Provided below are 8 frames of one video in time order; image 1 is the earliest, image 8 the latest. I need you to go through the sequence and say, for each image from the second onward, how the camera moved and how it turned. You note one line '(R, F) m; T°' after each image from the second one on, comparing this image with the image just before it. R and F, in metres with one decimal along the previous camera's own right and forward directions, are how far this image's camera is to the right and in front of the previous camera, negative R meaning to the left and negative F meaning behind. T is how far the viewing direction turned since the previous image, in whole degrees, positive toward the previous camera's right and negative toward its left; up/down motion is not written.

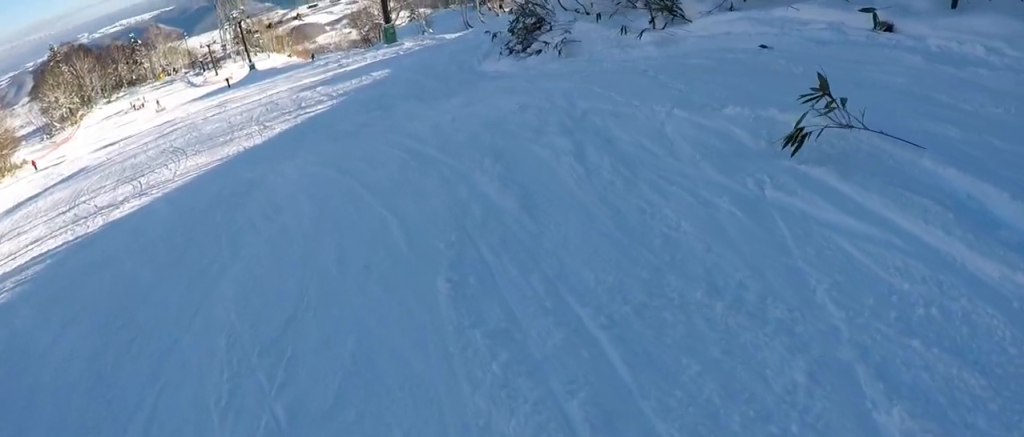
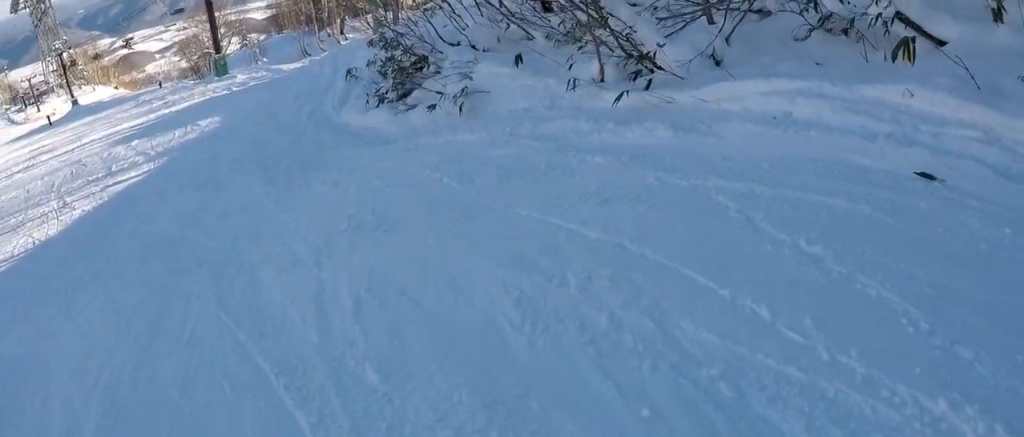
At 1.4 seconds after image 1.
(+0.3, +4.9) m; +18°
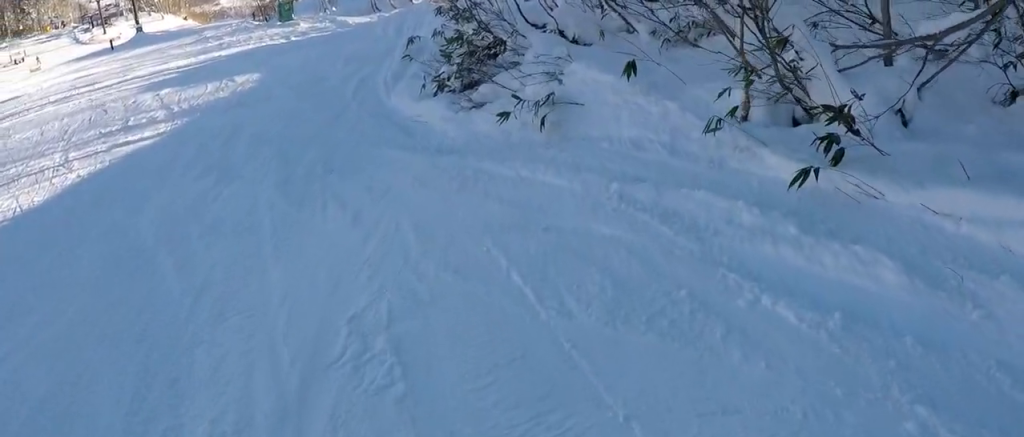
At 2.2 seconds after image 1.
(+0.6, +3.4) m; +6°
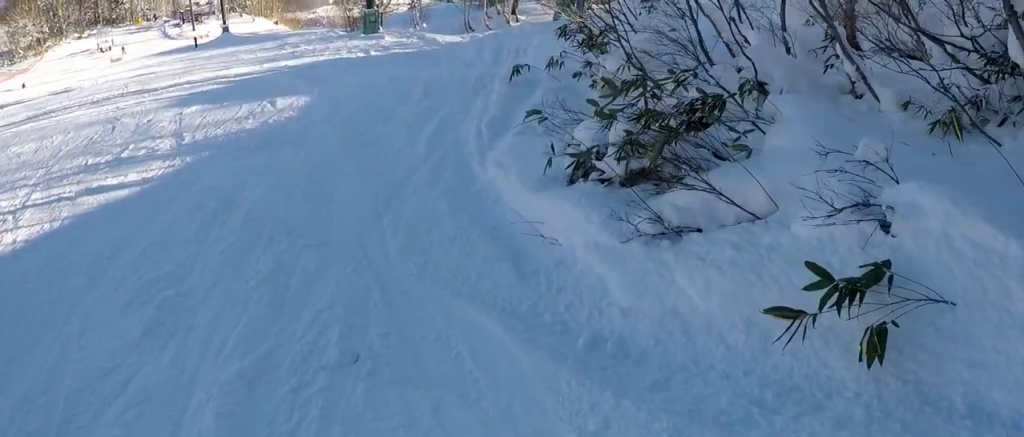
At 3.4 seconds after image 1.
(-0.5, +5.1) m; -10°
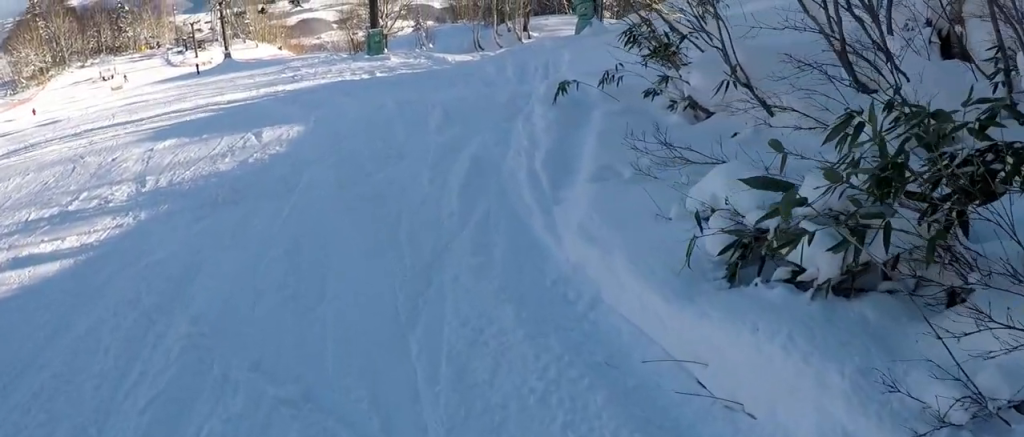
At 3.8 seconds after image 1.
(-0.2, +2.2) m; -3°
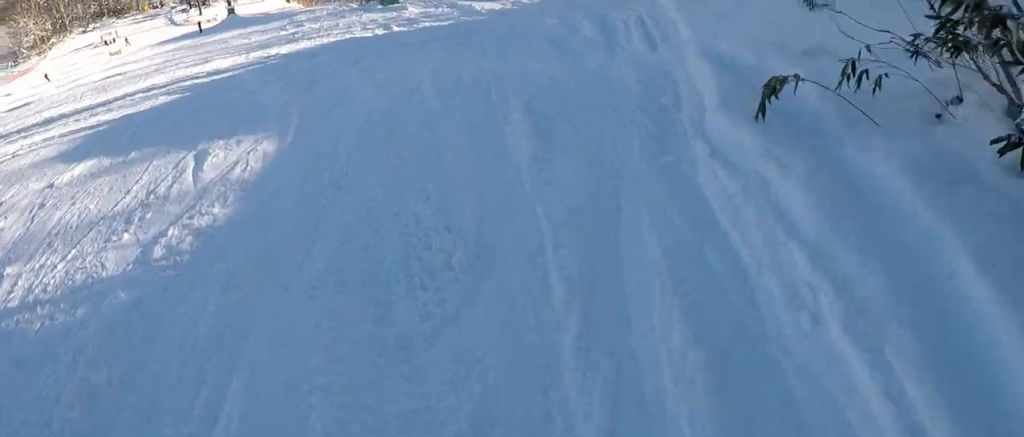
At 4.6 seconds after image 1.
(0.0, +3.8) m; -12°
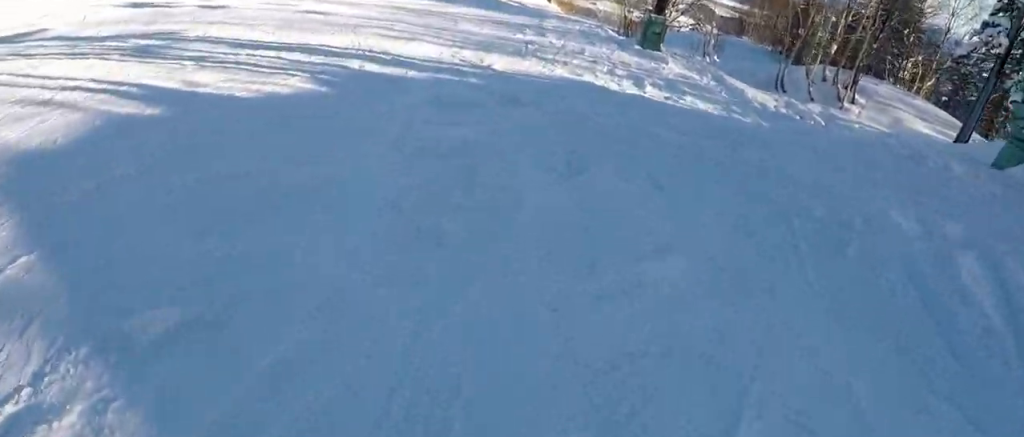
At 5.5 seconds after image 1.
(-0.8, +4.2) m; -27°
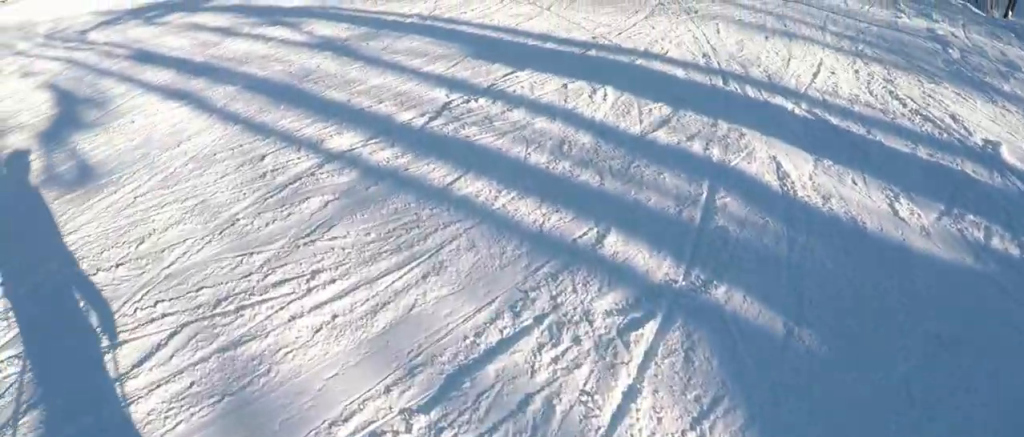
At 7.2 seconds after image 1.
(-2.5, +7.8) m; -16°
